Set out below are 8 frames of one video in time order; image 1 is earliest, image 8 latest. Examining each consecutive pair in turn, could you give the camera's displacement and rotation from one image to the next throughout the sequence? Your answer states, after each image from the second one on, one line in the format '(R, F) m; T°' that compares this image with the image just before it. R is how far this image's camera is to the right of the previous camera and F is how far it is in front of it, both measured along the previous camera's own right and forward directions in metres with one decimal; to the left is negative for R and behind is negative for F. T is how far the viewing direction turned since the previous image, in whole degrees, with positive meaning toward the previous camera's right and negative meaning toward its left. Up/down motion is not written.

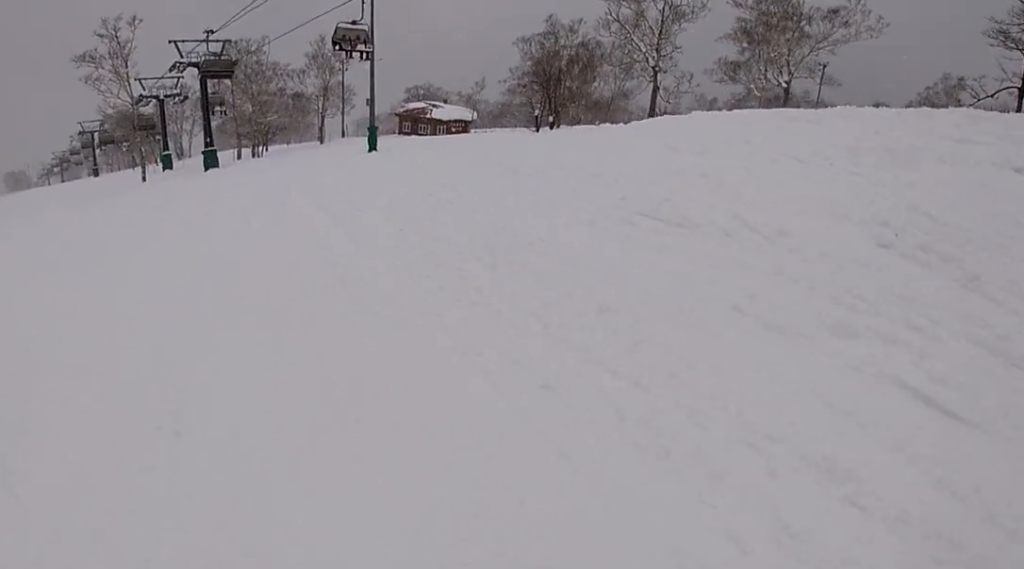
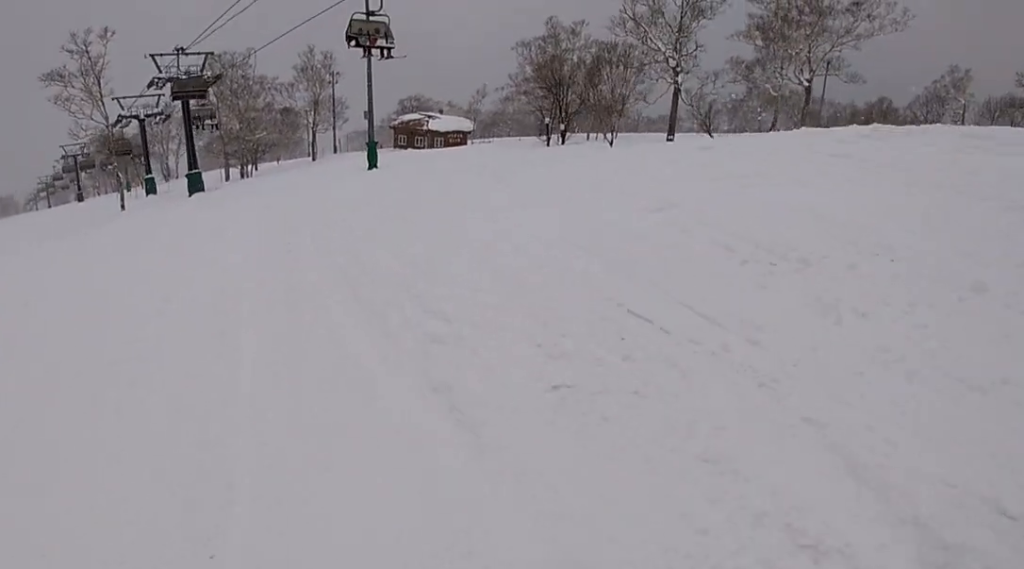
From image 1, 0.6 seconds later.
(+0.3, +3.9) m; 0°
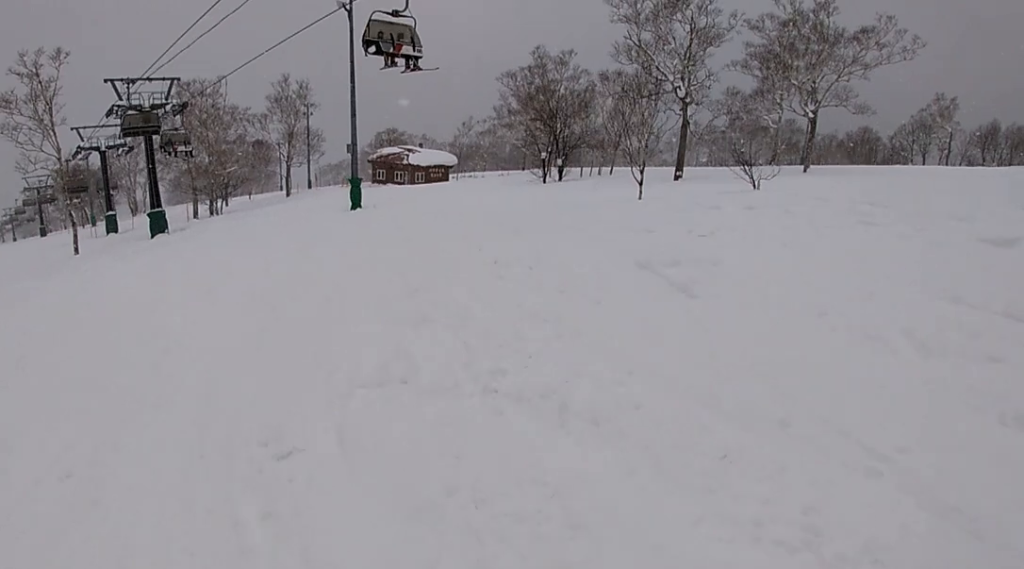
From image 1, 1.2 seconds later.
(-0.6, +4.5) m; 0°
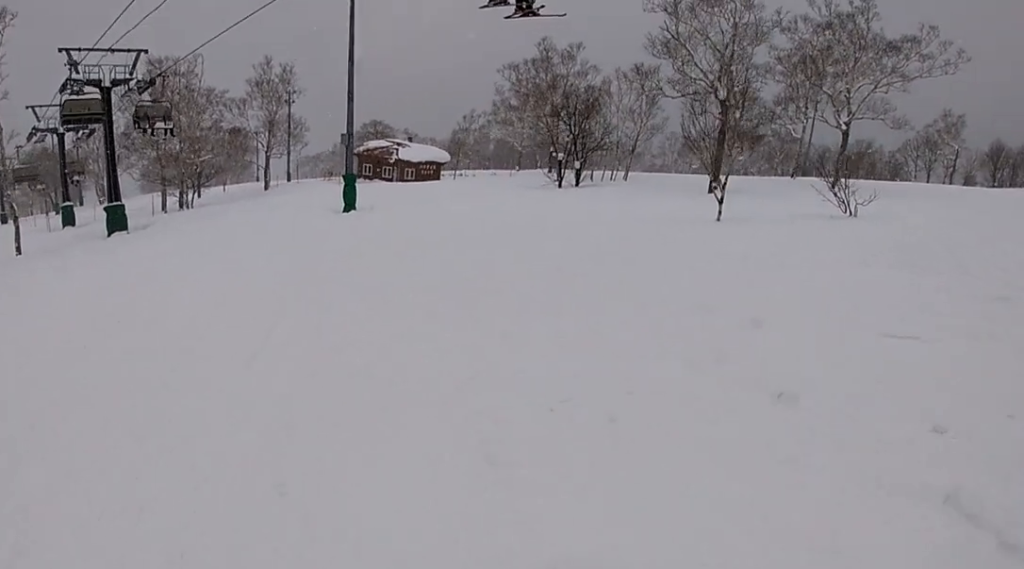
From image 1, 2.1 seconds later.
(+0.3, +5.7) m; 0°
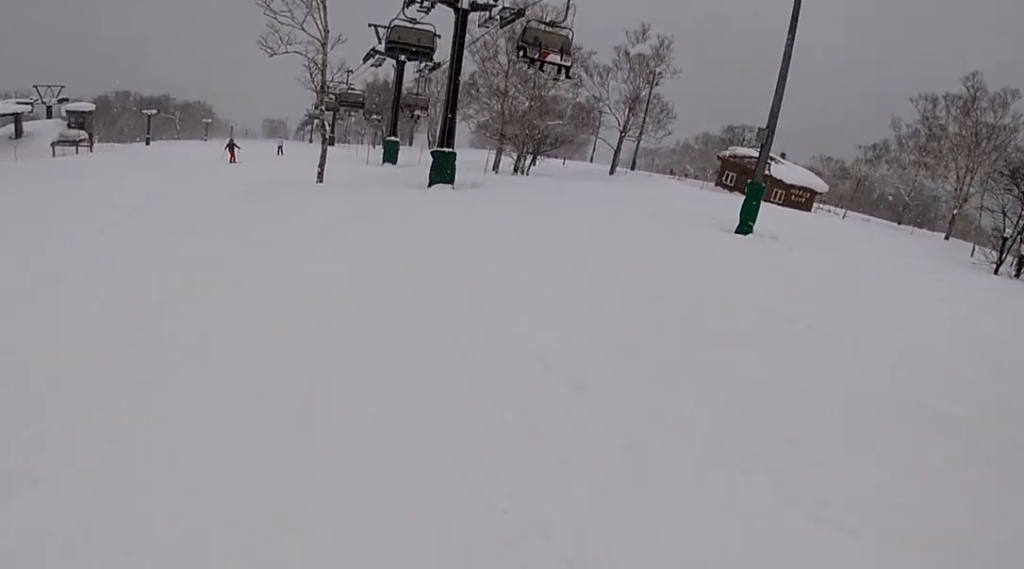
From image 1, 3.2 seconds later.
(-0.3, +7.5) m; -12°
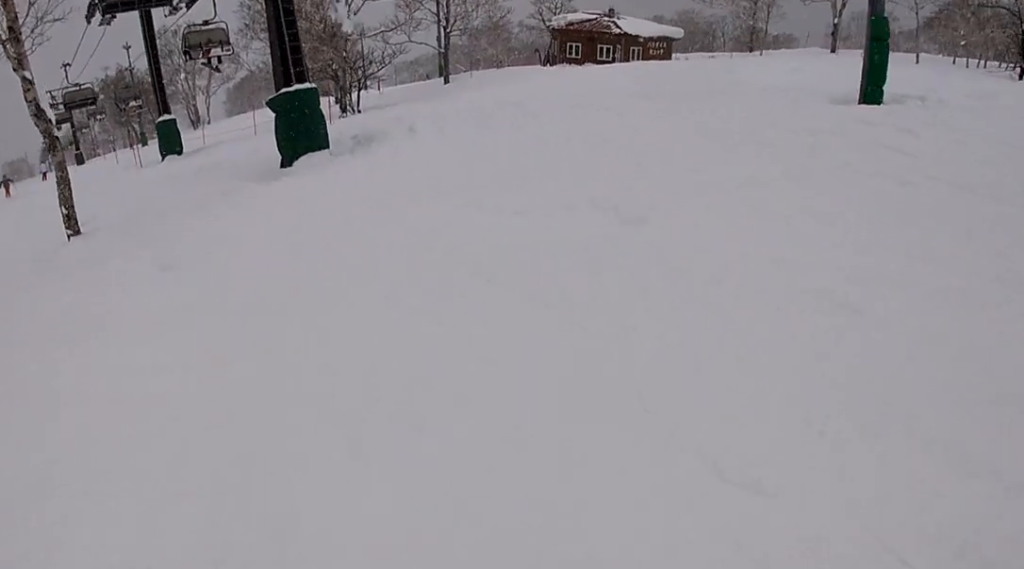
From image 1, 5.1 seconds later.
(+0.9, +11.3) m; +22°
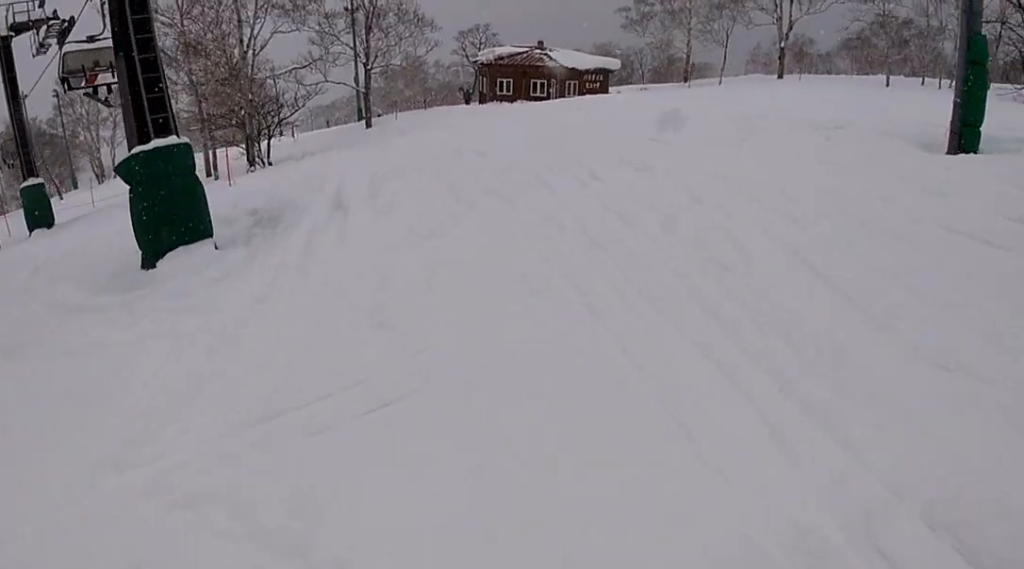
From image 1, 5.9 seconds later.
(+0.6, +4.6) m; +10°
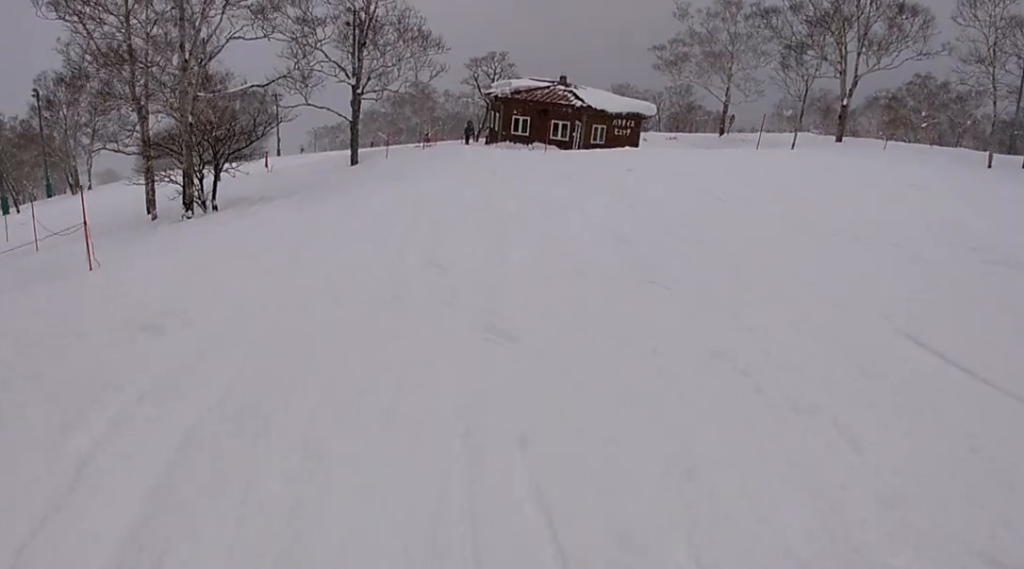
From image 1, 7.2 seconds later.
(+0.7, +6.8) m; -1°
